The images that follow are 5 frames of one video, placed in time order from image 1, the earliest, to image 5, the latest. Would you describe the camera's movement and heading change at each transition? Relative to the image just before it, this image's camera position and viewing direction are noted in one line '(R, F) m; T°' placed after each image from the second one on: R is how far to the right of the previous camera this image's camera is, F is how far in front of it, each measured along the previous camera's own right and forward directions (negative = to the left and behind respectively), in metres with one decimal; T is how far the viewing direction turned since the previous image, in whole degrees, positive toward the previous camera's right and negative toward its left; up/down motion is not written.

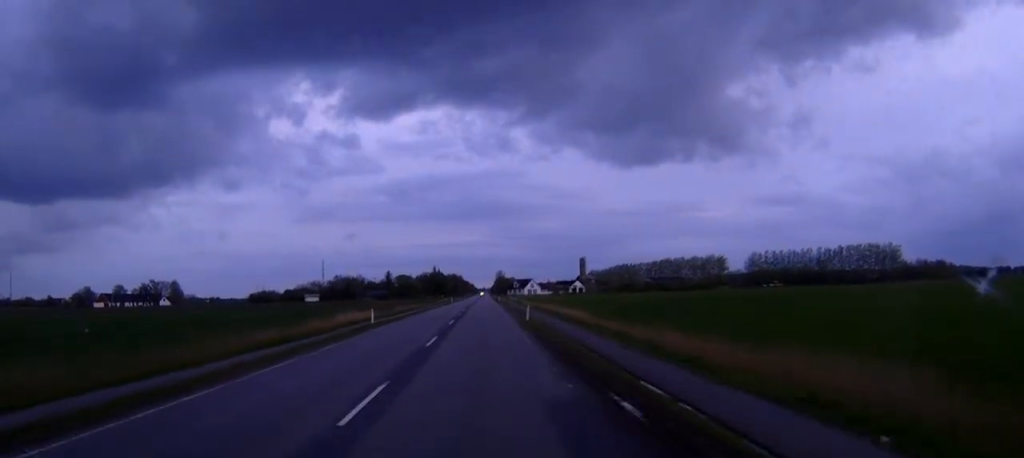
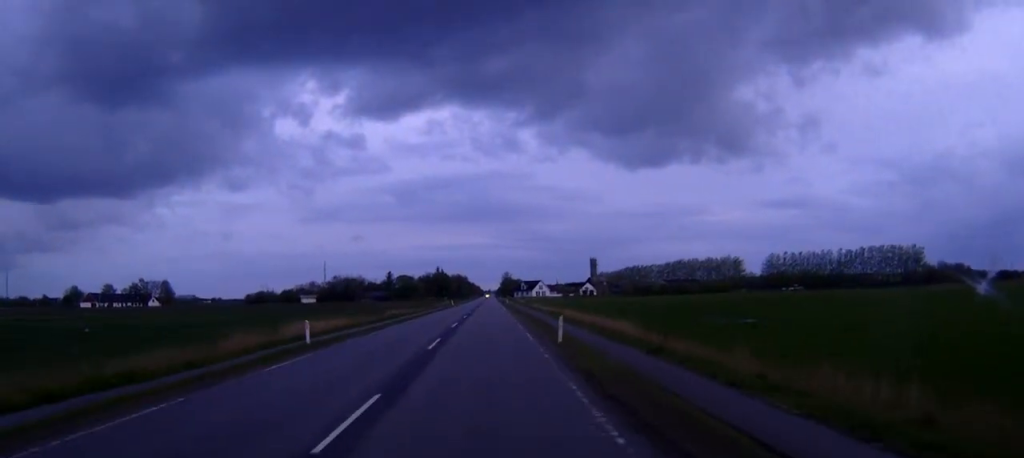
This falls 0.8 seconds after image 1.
(0.0, +16.7) m; 0°
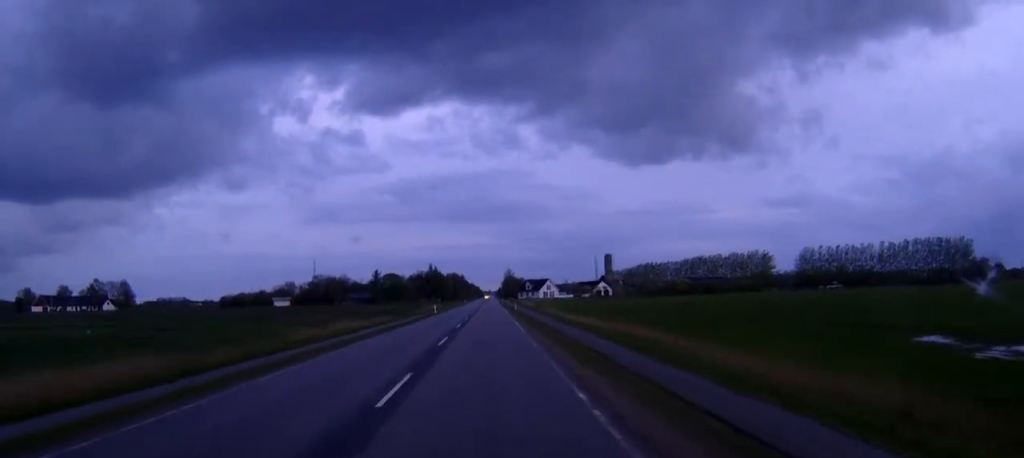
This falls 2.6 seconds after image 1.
(+0.1, +40.7) m; 0°
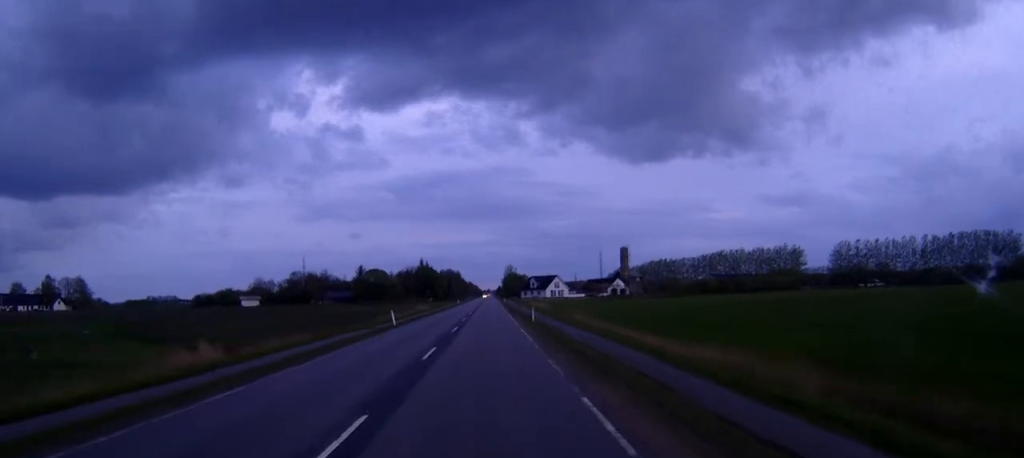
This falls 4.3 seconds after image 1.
(-0.3, +35.6) m; -1°
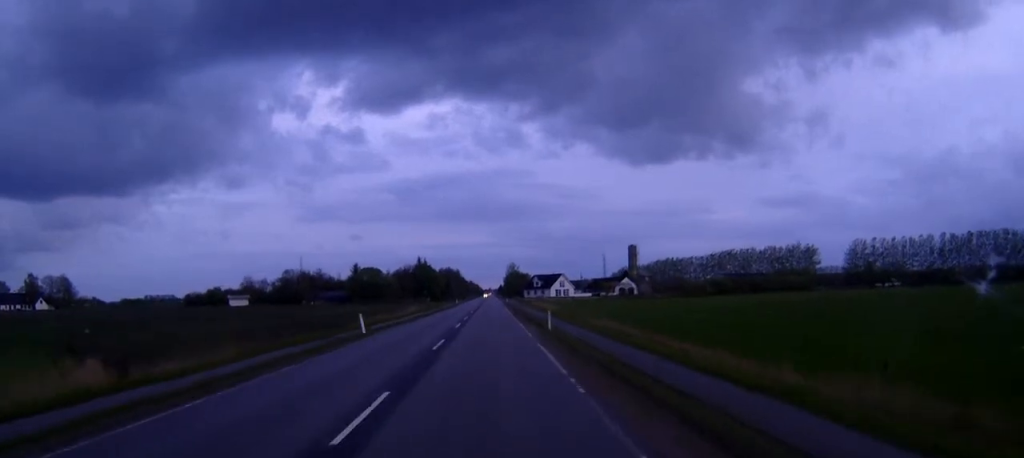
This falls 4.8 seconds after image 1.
(0.0, +12.4) m; 0°
